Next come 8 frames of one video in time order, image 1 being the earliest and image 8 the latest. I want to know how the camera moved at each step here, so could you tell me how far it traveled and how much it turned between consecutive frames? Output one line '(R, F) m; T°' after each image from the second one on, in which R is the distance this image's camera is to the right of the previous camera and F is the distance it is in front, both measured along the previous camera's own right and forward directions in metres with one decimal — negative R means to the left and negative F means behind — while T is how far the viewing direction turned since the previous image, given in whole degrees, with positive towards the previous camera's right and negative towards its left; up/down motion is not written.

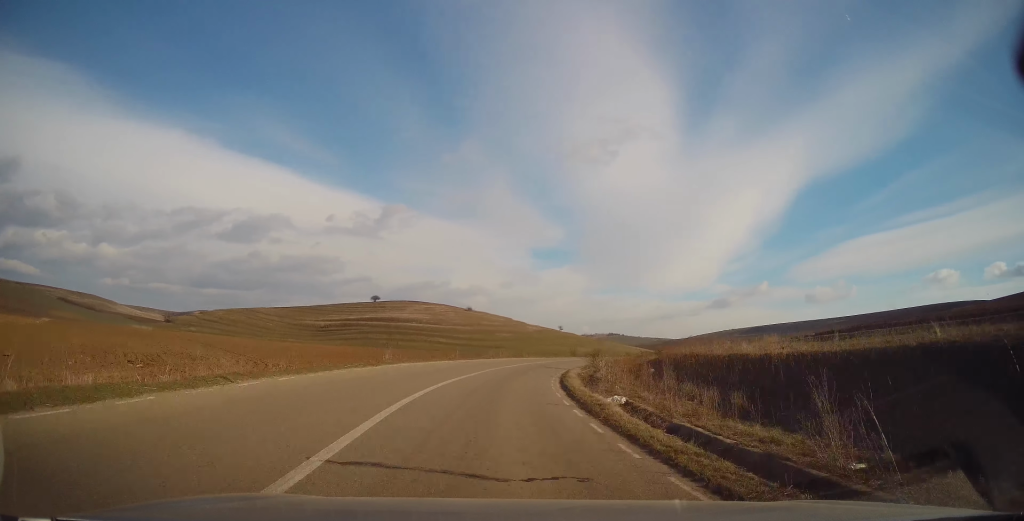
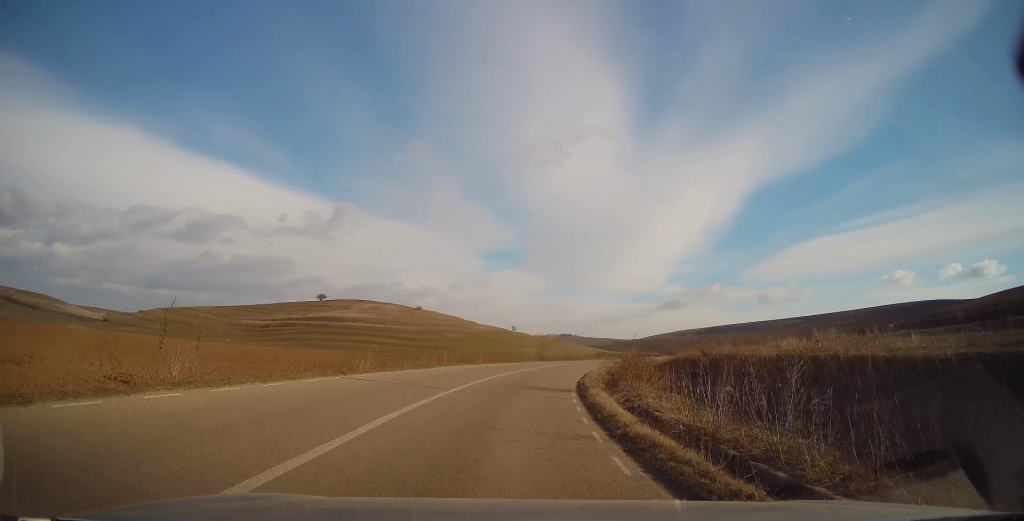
(+1.0, +17.3) m; +6°
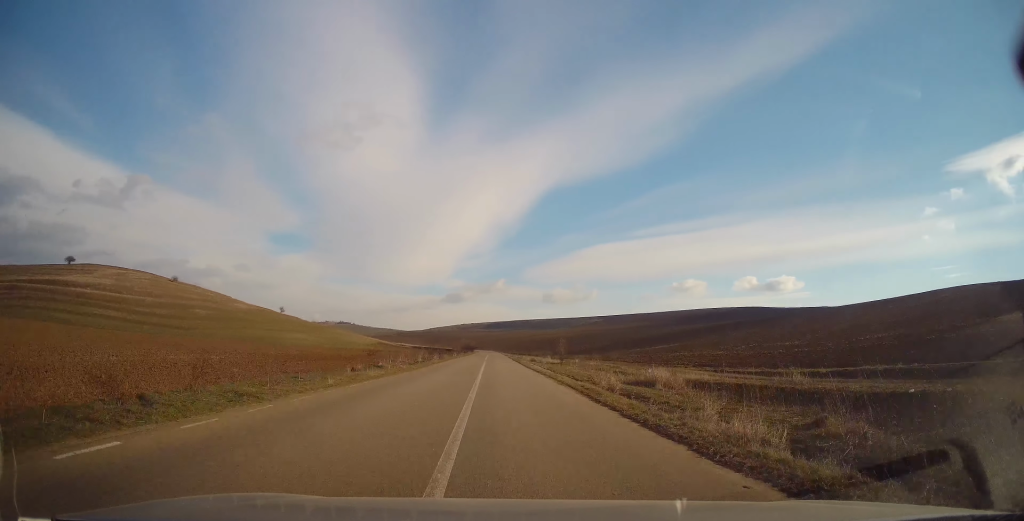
(+10.1, +55.6) m; +20°
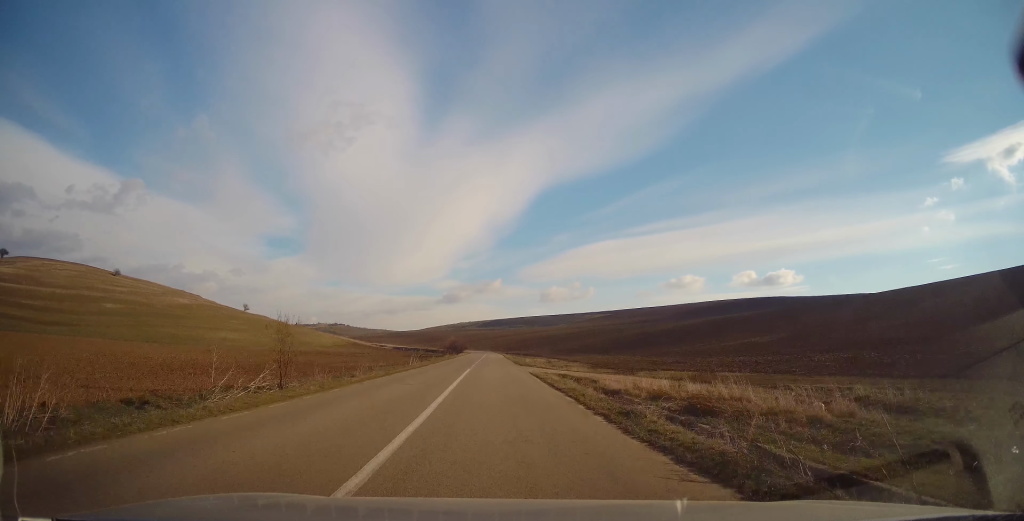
(+2.2, +54.3) m; +2°
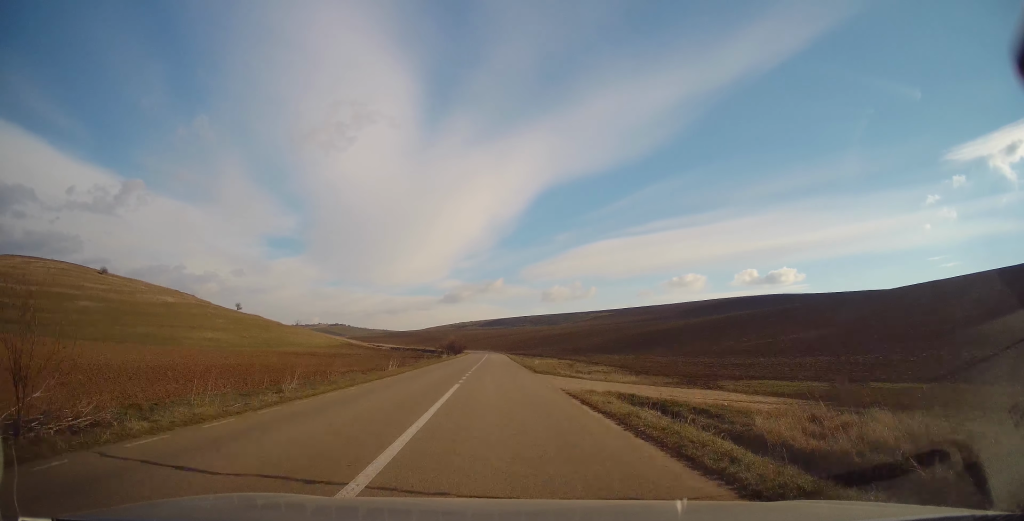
(0.0, +12.3) m; 0°
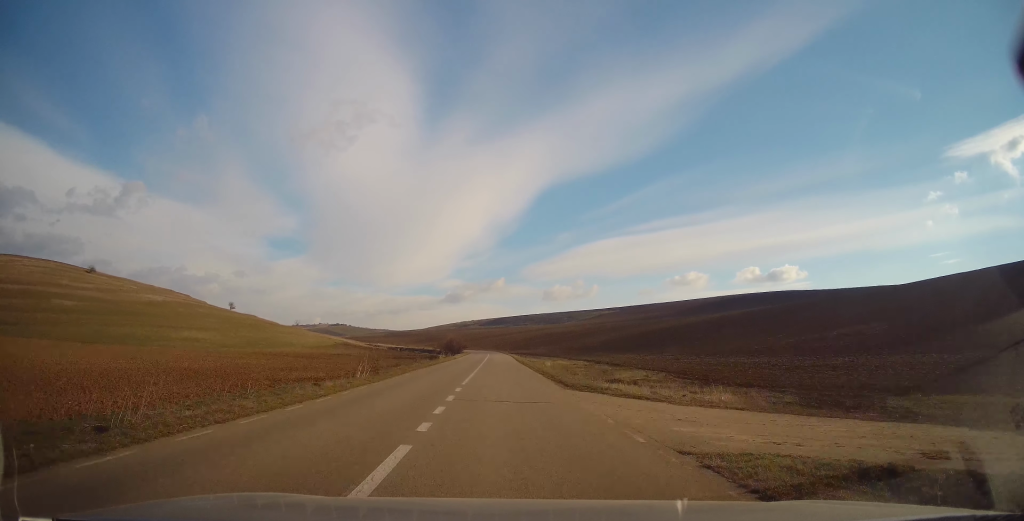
(0.0, +10.3) m; 0°
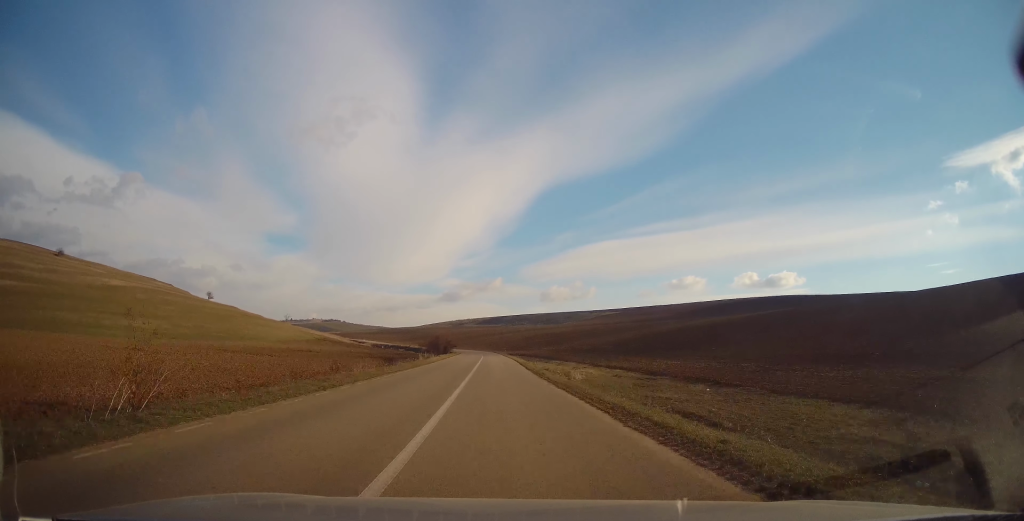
(+0.2, +21.5) m; 0°
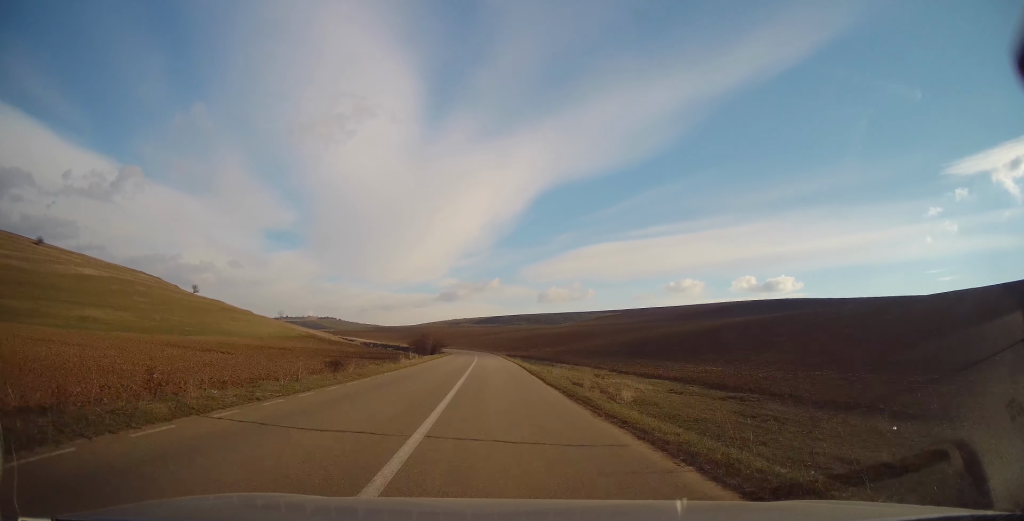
(-0.2, +13.1) m; 0°
